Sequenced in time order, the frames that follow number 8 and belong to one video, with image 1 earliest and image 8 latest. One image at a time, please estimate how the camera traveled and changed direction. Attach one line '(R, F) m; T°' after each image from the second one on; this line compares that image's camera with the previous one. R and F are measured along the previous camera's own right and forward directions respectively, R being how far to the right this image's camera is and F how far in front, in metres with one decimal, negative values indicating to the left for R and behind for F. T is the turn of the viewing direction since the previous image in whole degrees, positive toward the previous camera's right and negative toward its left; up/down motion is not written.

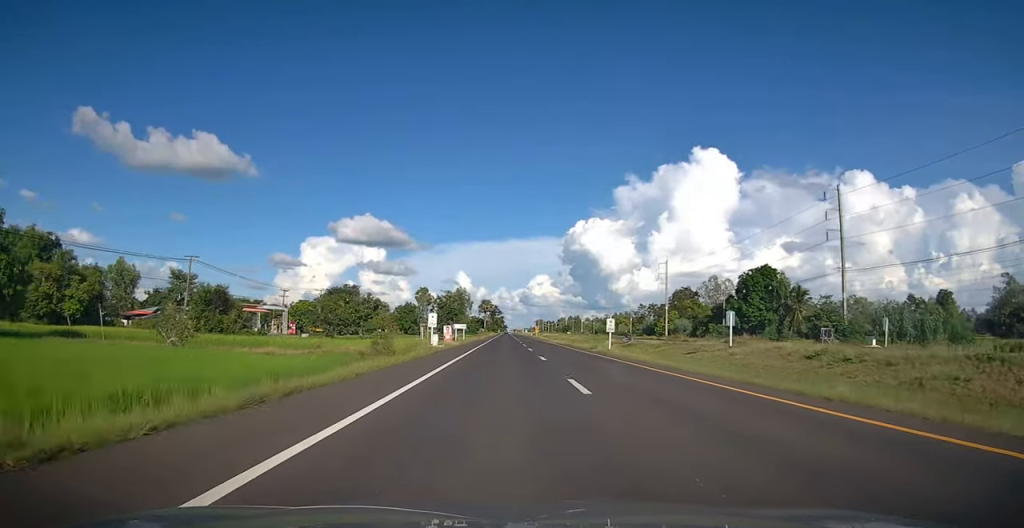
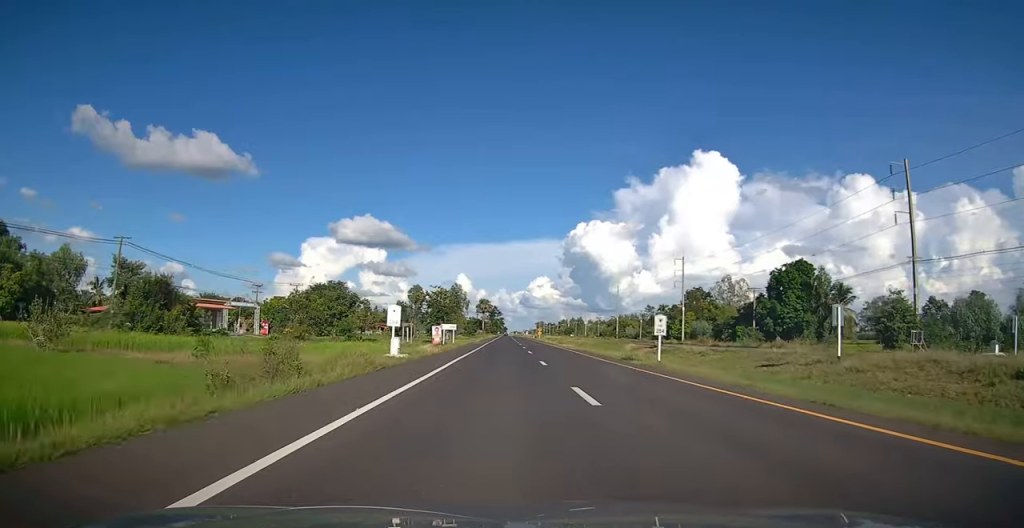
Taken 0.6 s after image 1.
(-0.1, +13.5) m; 0°
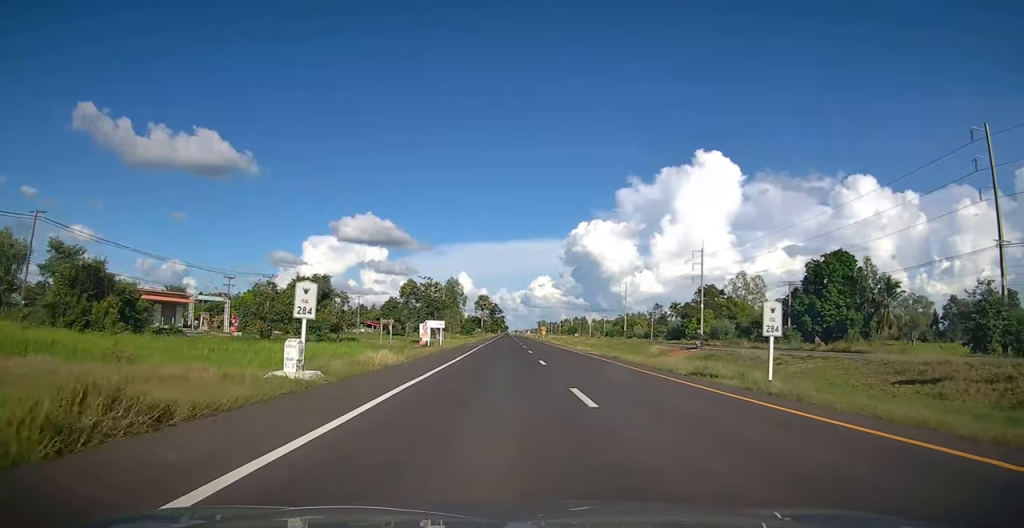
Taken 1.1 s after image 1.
(+0.1, +12.4) m; 0°
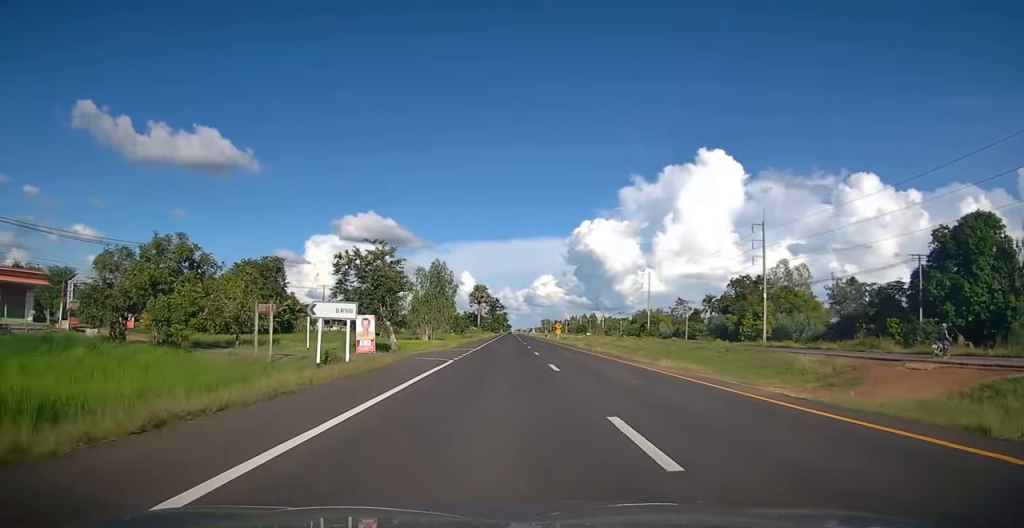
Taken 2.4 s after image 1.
(-0.1, +27.7) m; 0°
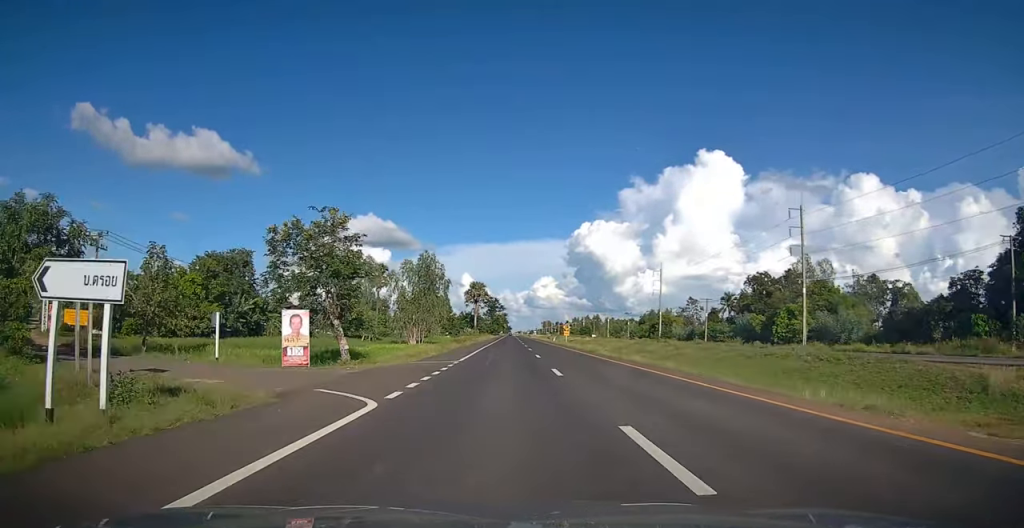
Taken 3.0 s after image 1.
(+0.1, +13.1) m; 0°
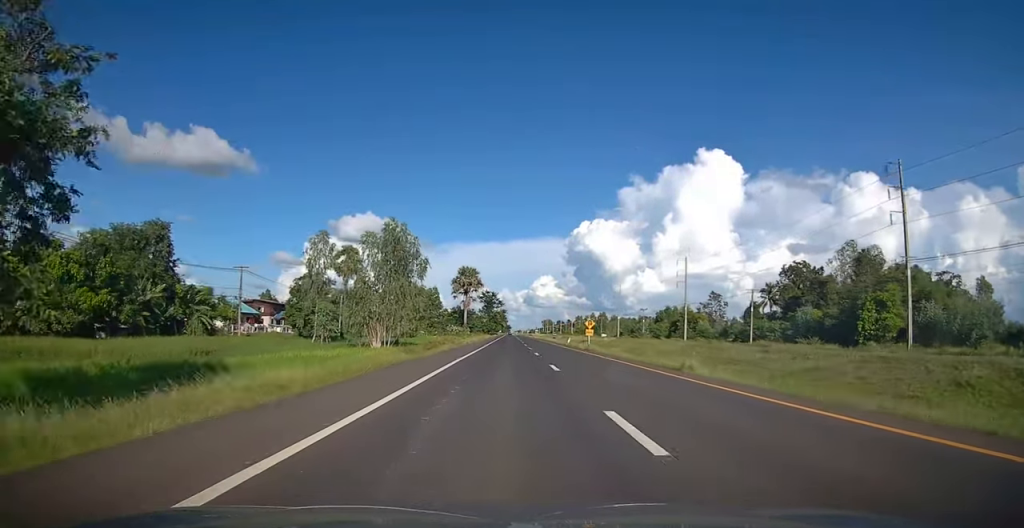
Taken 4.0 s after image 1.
(0.0, +22.6) m; 0°
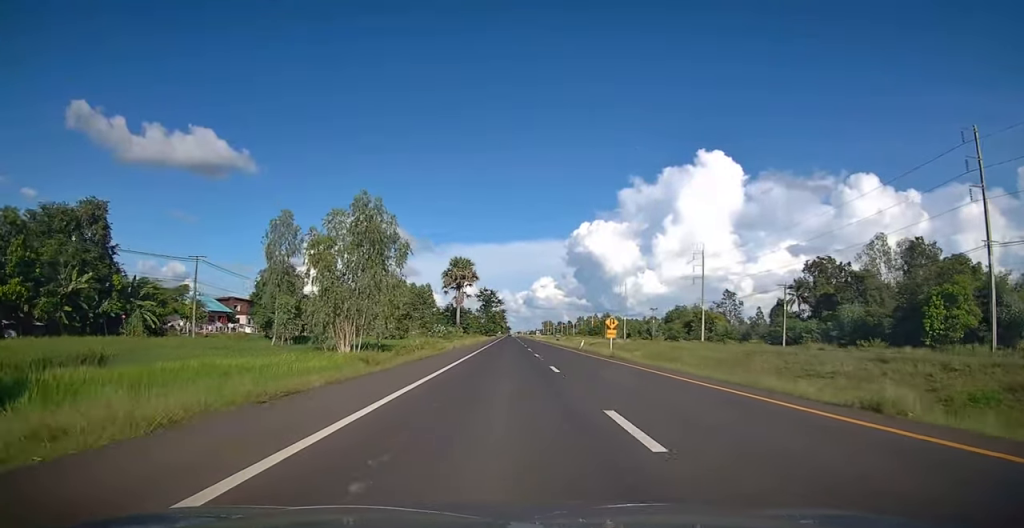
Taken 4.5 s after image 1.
(-0.1, +11.9) m; 0°
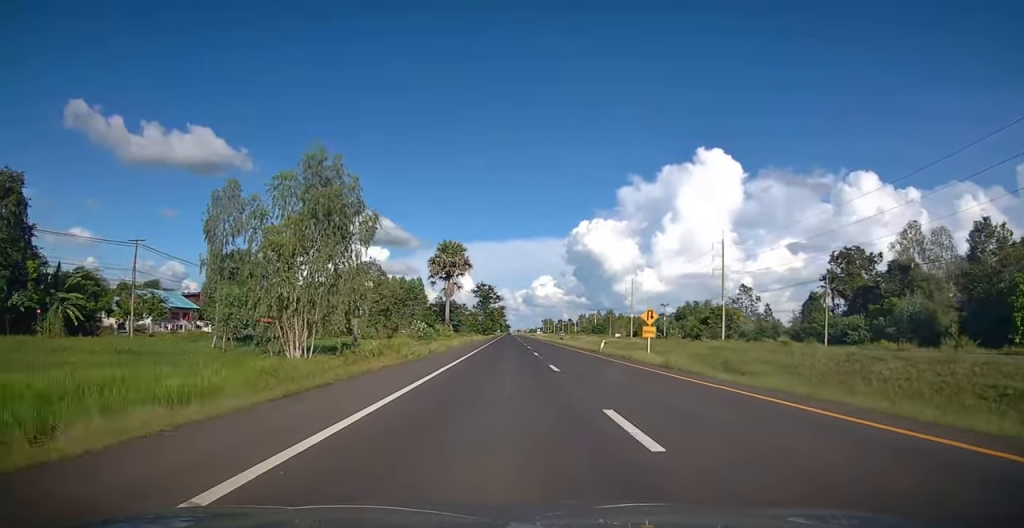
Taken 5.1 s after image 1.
(0.0, +11.8) m; 0°
